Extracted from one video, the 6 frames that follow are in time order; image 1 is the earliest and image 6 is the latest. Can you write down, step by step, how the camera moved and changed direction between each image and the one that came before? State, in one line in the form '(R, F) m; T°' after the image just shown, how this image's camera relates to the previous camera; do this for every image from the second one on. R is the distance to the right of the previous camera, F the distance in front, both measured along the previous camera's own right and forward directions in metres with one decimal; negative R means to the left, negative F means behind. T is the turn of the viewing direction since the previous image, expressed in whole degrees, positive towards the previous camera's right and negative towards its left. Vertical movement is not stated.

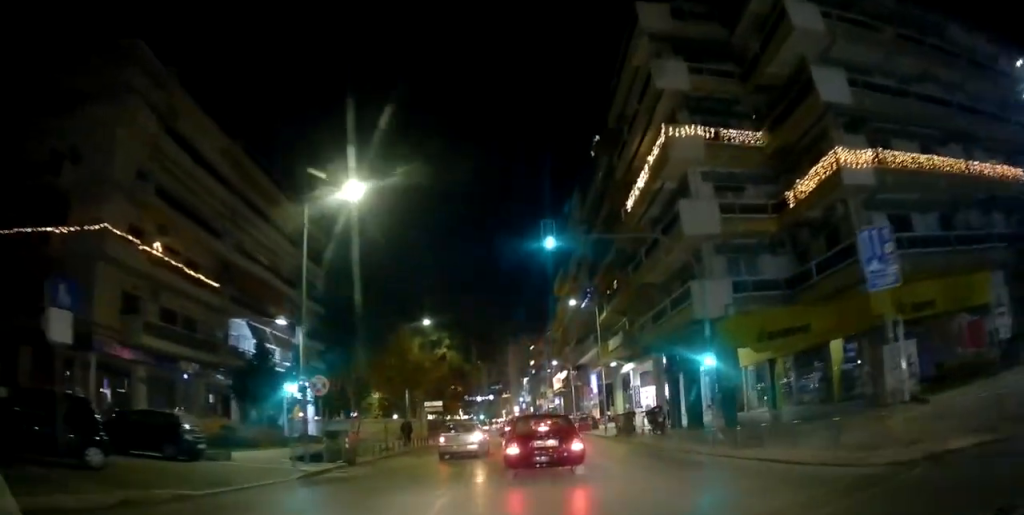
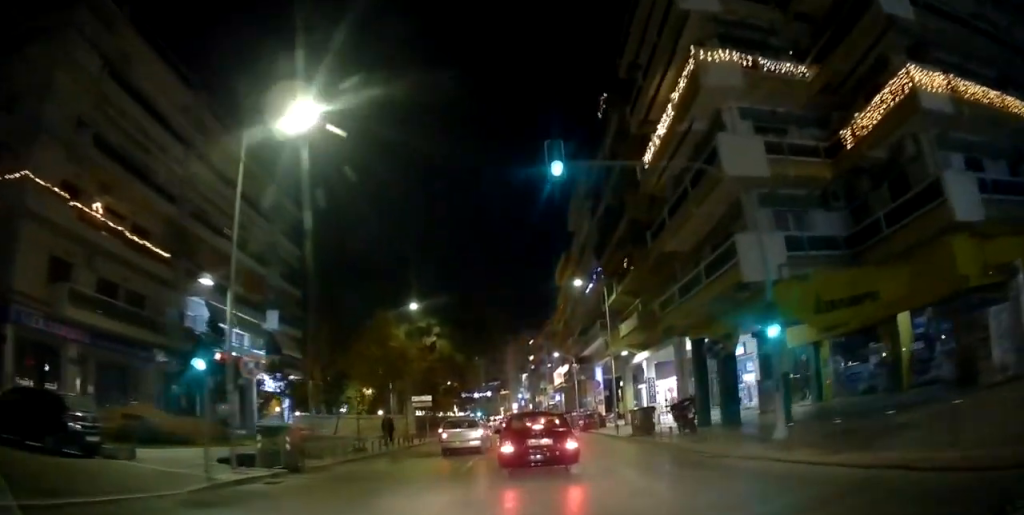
(-0.1, +5.0) m; -2°
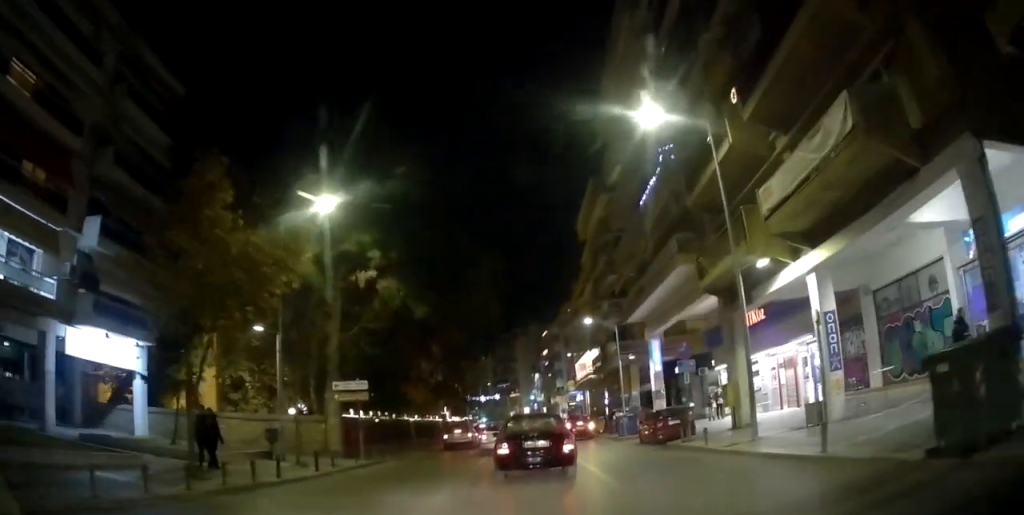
(-0.8, +19.1) m; -5°
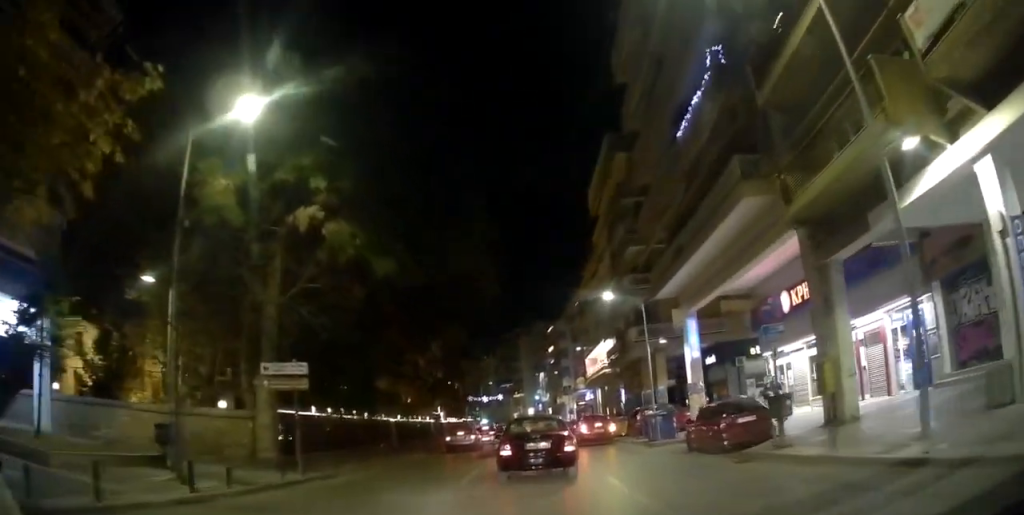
(-0.1, +6.7) m; 0°
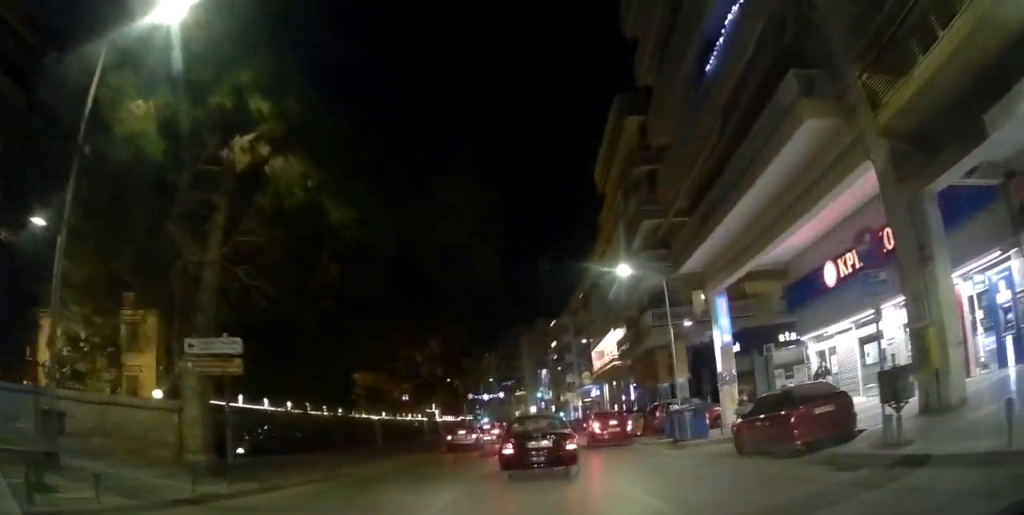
(0.0, +4.0) m; +2°
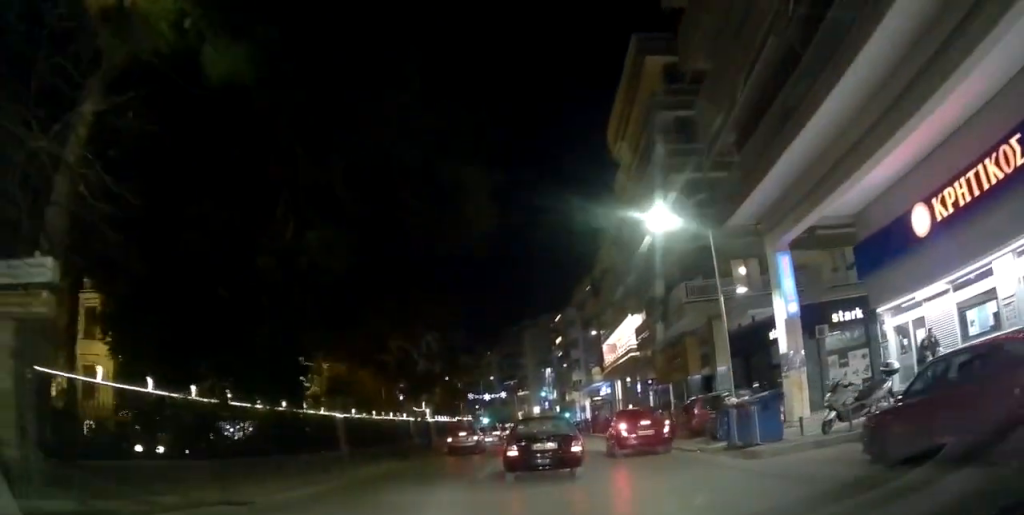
(-0.2, +5.7) m; +3°
